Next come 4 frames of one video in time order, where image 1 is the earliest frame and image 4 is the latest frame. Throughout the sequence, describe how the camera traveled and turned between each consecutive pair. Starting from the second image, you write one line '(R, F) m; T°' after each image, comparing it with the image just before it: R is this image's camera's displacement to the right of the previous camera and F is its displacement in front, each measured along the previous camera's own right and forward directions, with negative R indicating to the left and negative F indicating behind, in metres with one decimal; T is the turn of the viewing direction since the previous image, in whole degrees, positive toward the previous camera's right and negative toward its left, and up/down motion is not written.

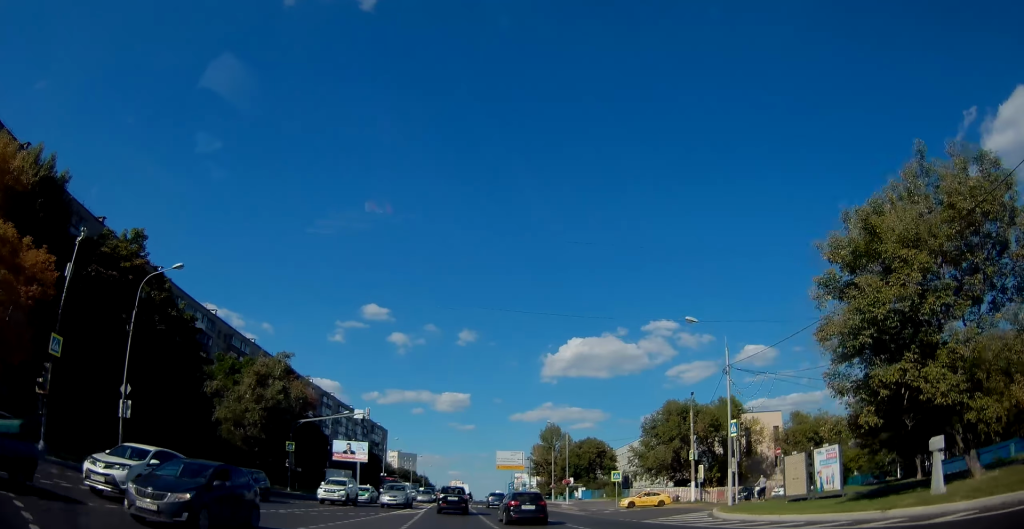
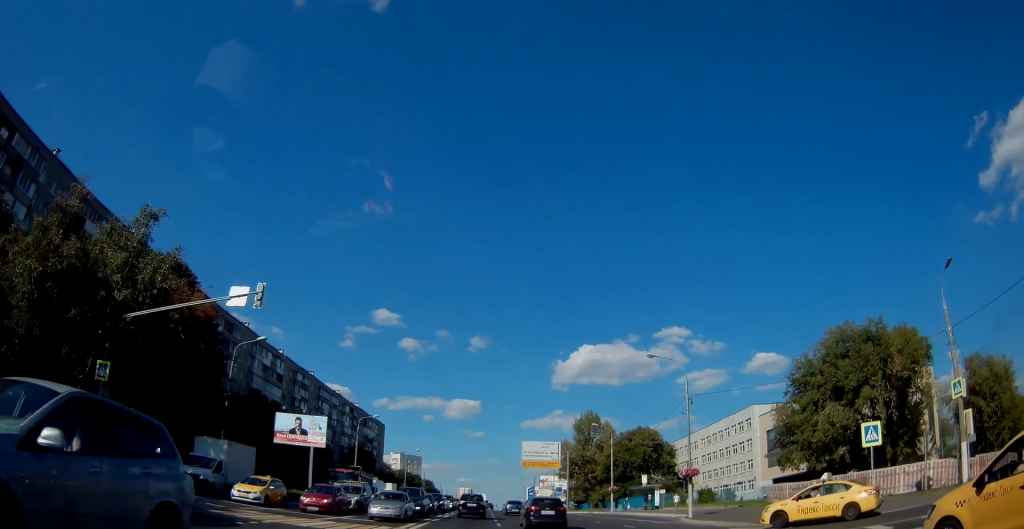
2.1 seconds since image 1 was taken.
(-0.3, +35.0) m; -1°
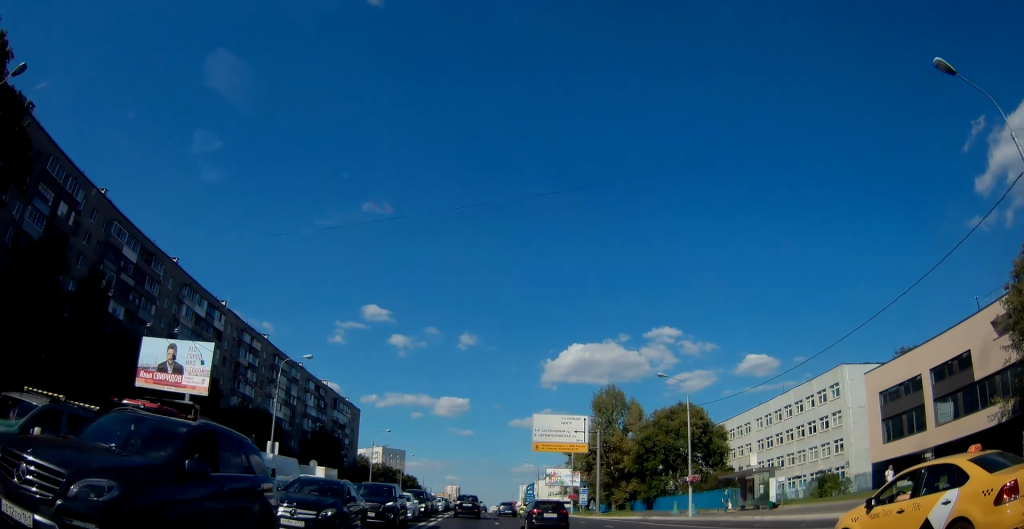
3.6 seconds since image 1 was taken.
(-0.2, +26.7) m; 0°
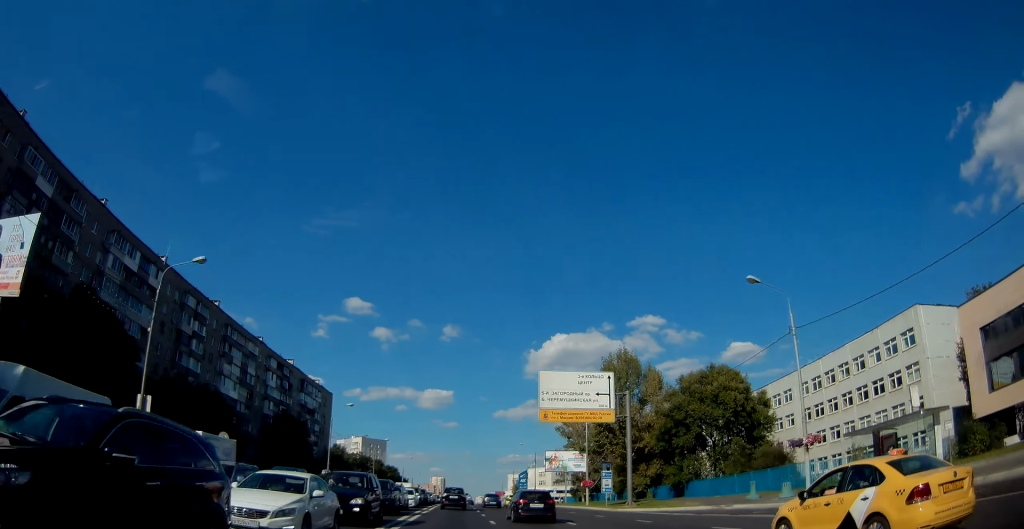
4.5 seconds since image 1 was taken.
(+0.3, +16.7) m; +2°
